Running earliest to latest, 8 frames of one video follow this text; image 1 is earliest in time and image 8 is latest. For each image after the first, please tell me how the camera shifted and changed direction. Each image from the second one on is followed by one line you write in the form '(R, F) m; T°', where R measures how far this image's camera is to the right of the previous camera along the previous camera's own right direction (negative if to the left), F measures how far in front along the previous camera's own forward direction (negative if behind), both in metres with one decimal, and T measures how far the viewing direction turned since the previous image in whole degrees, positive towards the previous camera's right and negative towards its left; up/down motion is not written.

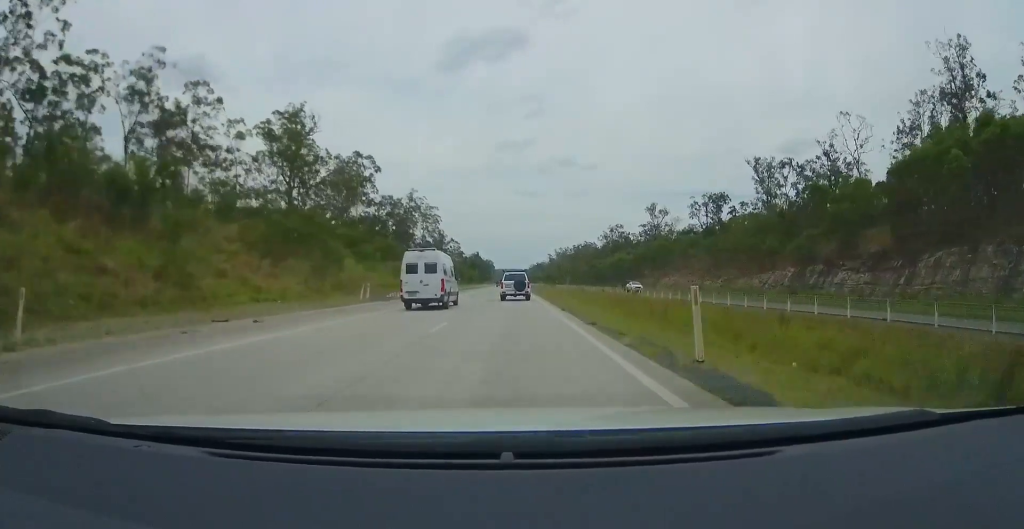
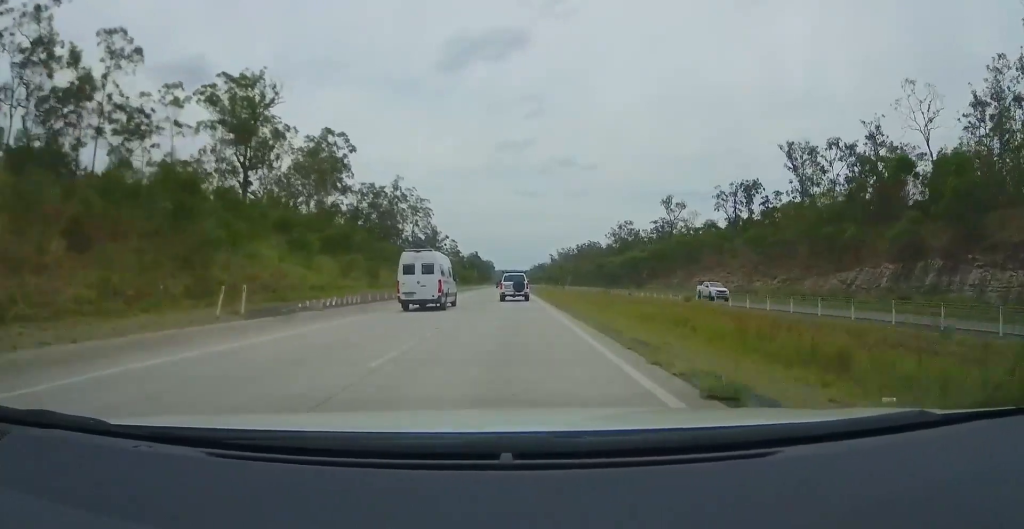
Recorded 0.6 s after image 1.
(-0.2, +17.6) m; 0°
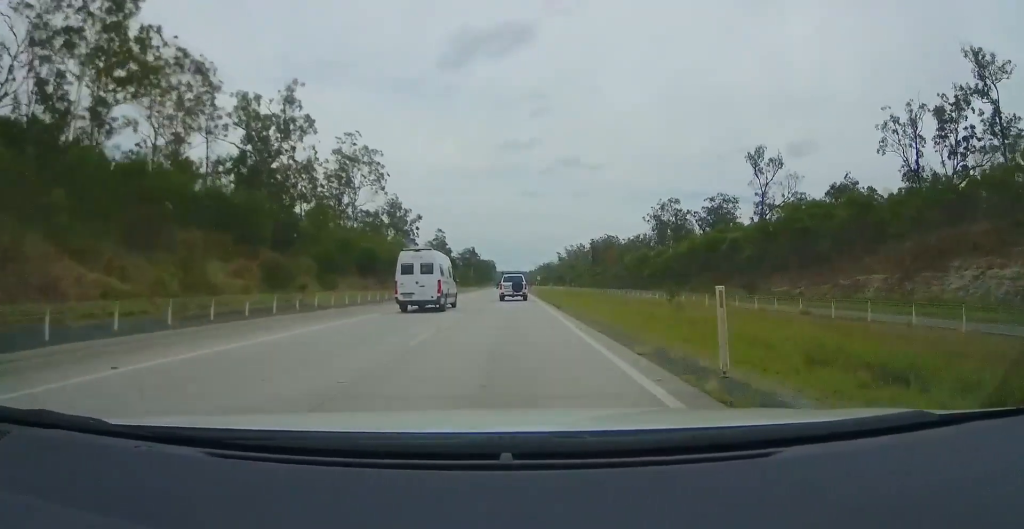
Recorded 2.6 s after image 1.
(0.0, +58.2) m; 0°
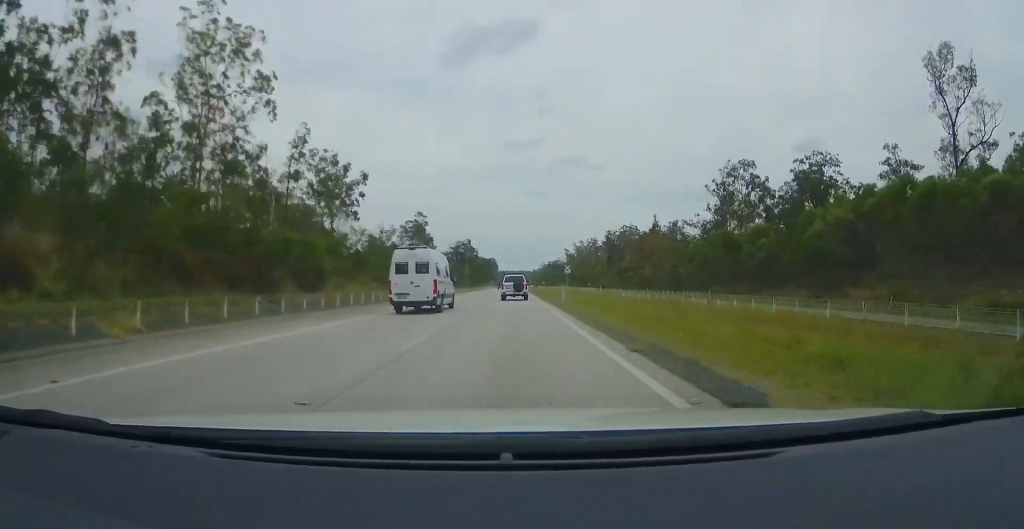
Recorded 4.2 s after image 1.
(0.0, +49.9) m; 0°
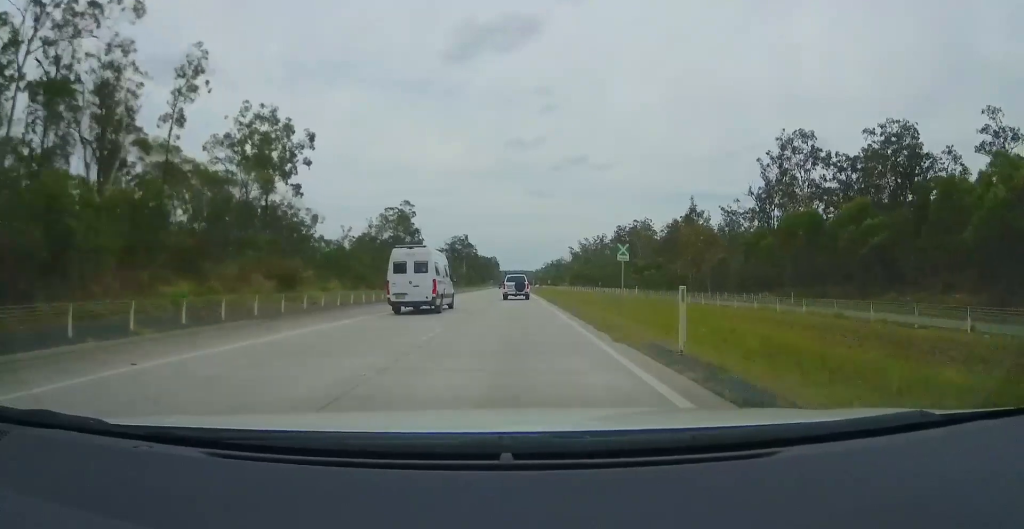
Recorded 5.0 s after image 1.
(0.0, +22.5) m; 0°
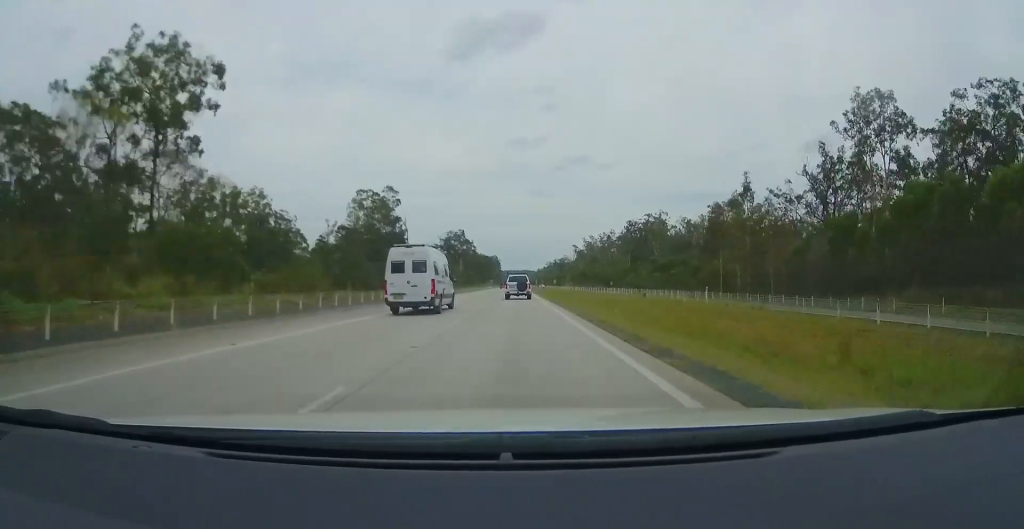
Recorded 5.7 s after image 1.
(0.0, +20.2) m; 0°
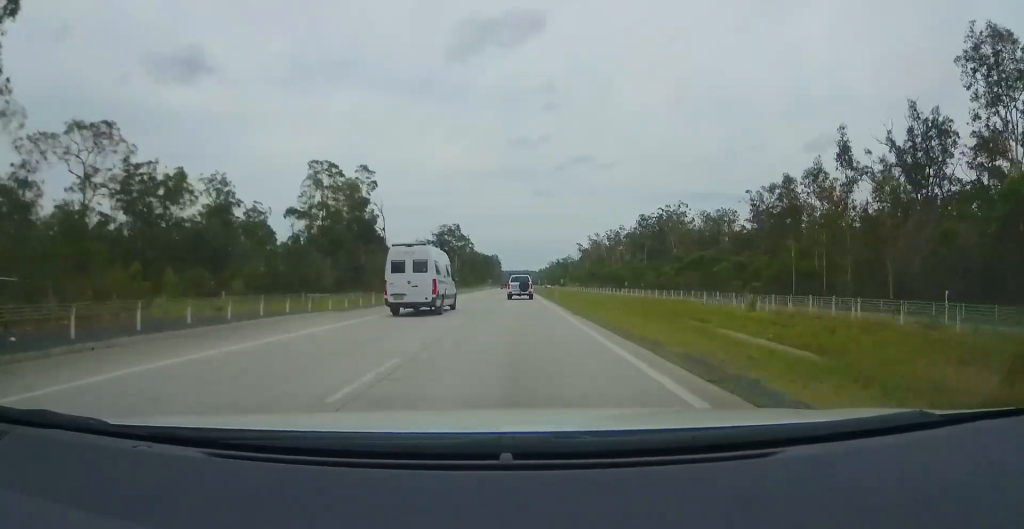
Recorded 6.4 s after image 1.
(+0.1, +22.8) m; -1°
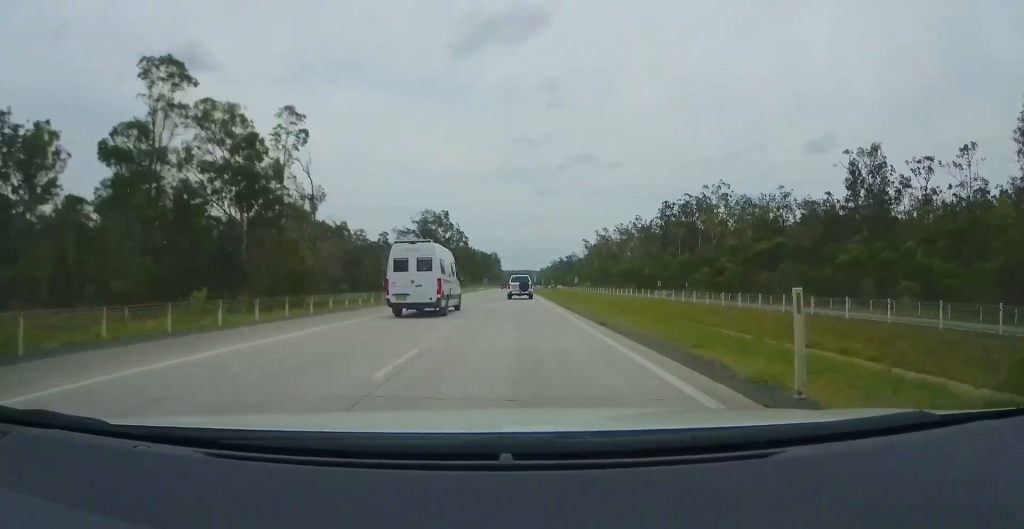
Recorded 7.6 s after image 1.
(-0.5, +35.1) m; -1°
